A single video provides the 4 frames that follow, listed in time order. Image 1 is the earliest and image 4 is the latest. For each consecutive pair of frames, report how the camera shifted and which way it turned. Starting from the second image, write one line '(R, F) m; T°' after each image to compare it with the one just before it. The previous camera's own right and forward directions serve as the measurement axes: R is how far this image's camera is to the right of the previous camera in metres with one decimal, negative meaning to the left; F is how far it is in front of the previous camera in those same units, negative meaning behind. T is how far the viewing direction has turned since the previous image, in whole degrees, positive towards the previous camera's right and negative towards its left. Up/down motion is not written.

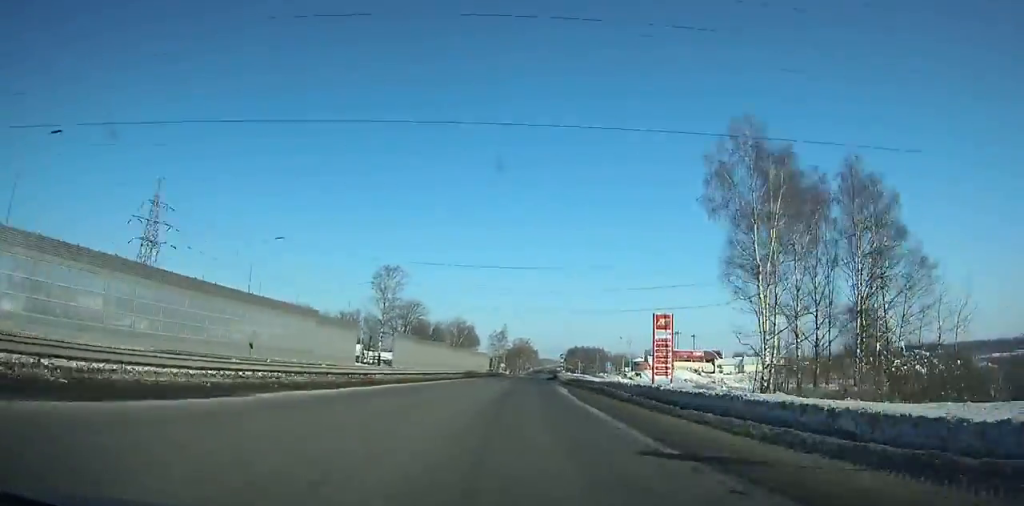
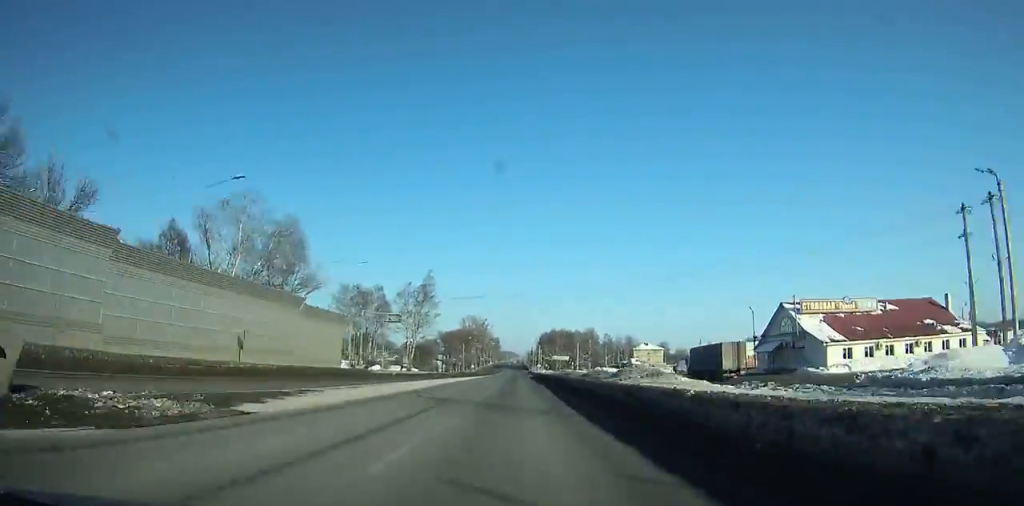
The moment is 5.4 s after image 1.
(+6.5, +126.5) m; +4°
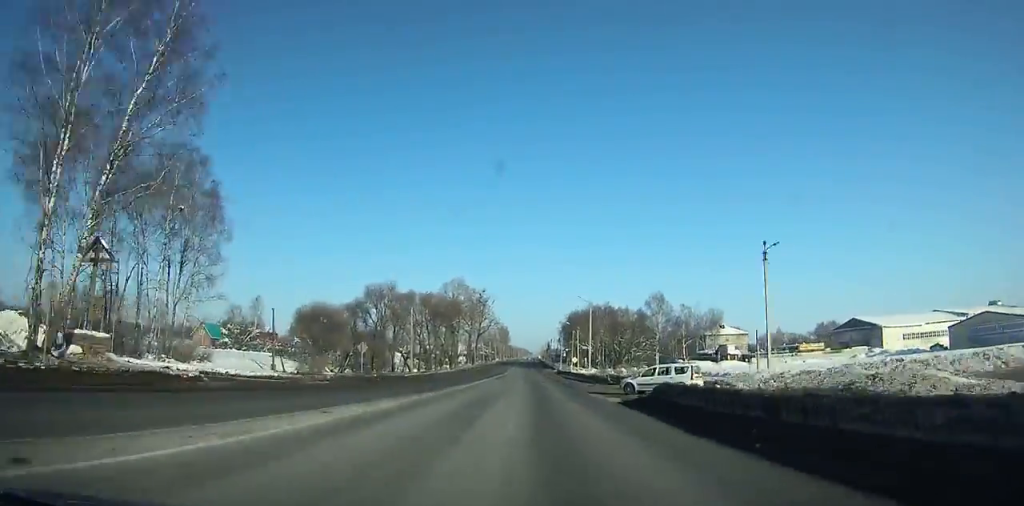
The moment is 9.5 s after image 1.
(-5.8, +94.7) m; -4°
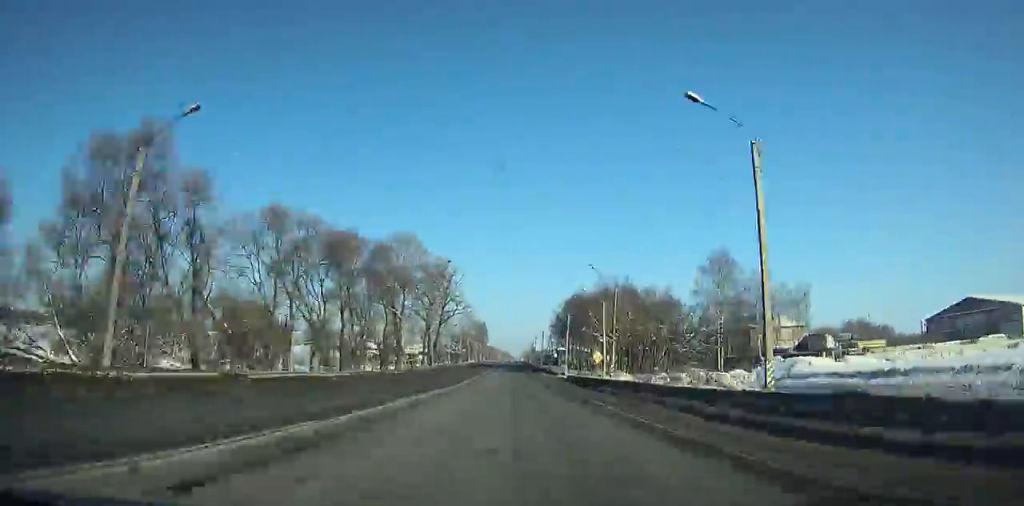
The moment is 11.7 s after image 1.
(+1.5, +53.0) m; +4°
